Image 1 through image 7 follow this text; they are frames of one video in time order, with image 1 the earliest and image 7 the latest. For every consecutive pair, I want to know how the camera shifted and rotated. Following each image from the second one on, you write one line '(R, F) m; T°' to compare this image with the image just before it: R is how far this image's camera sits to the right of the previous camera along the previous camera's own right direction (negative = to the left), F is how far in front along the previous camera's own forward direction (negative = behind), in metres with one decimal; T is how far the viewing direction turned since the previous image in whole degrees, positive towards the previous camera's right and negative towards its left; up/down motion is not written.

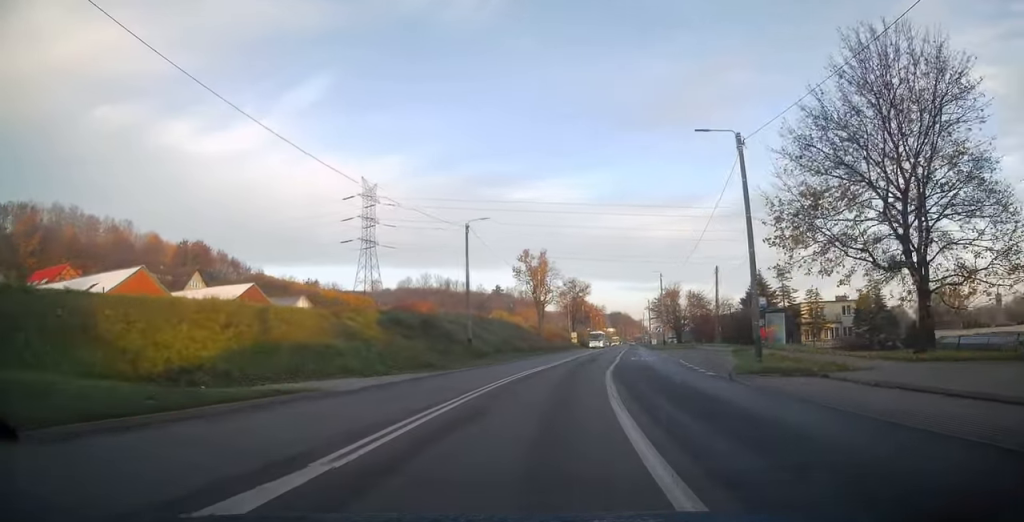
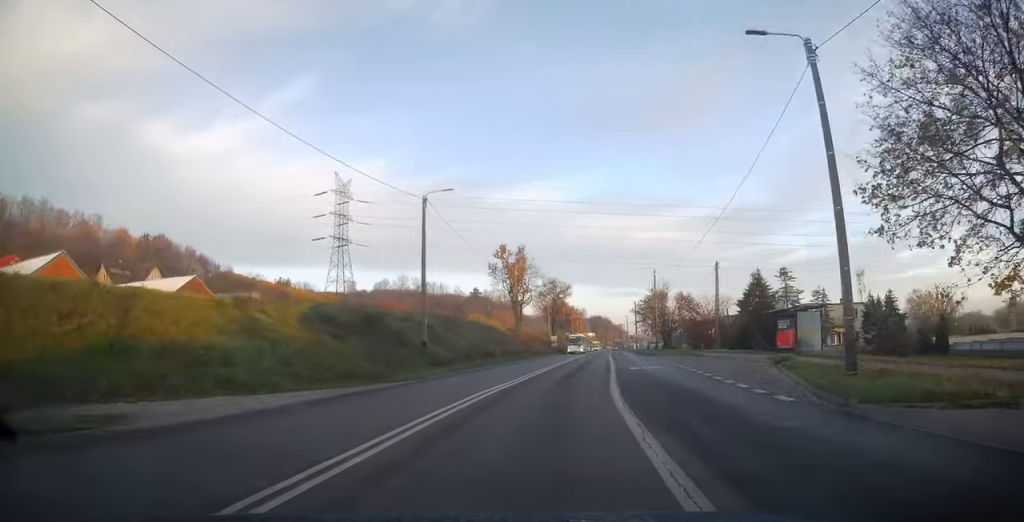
(+0.3, +8.3) m; +2°
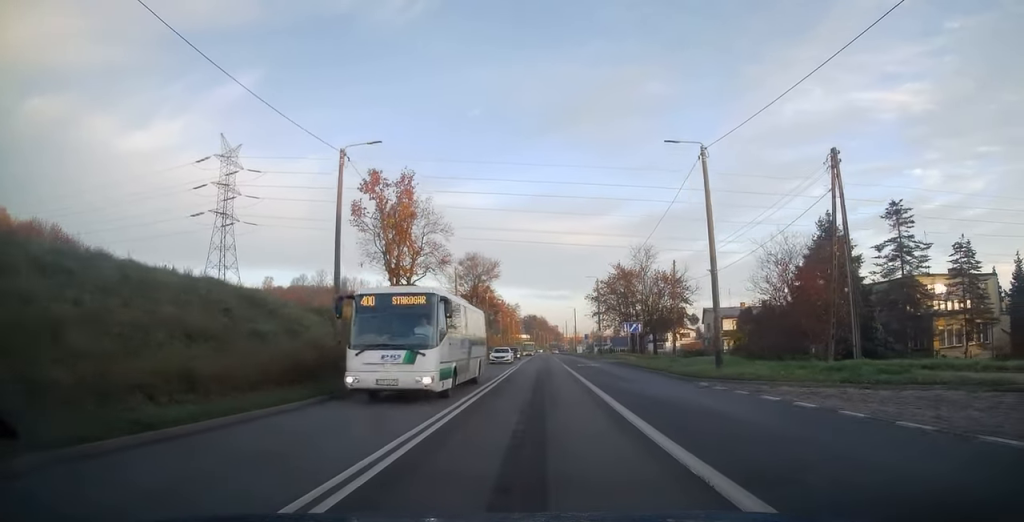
(+2.8, +38.5) m; +7°
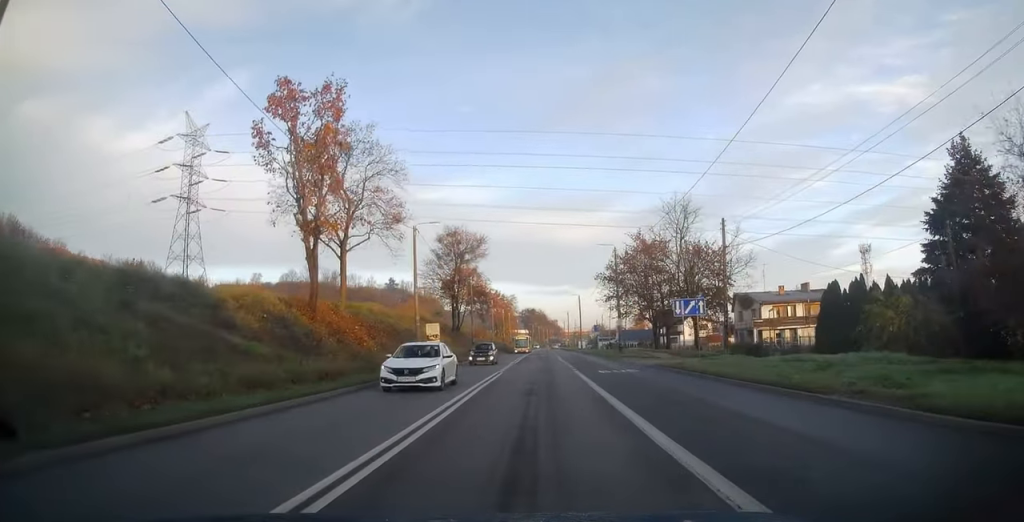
(+0.1, +17.9) m; +1°
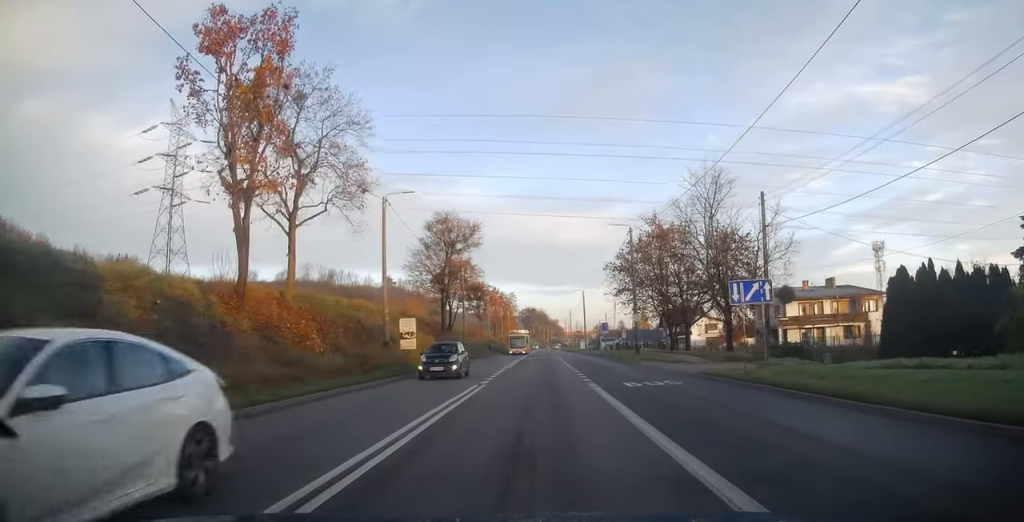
(0.0, +8.1) m; 0°
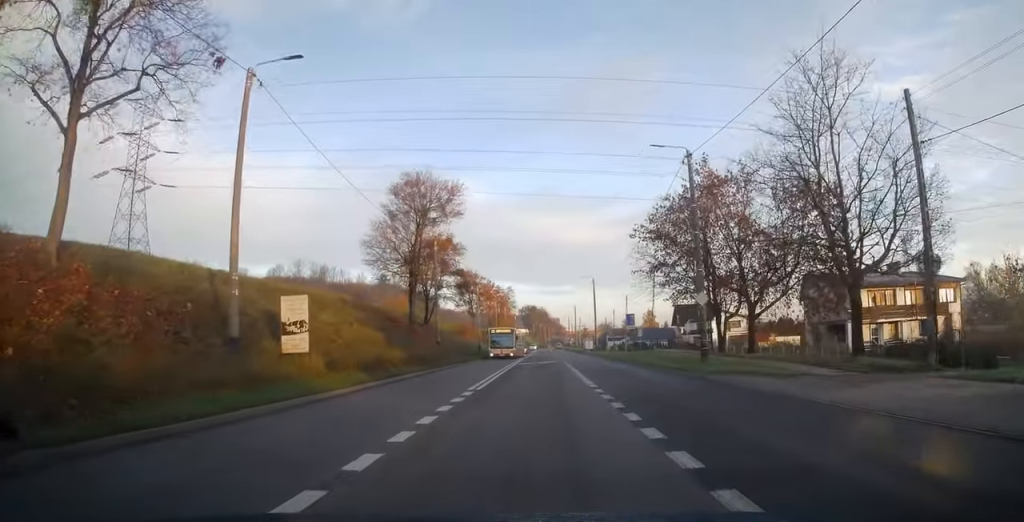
(0.0, +16.2) m; 0°
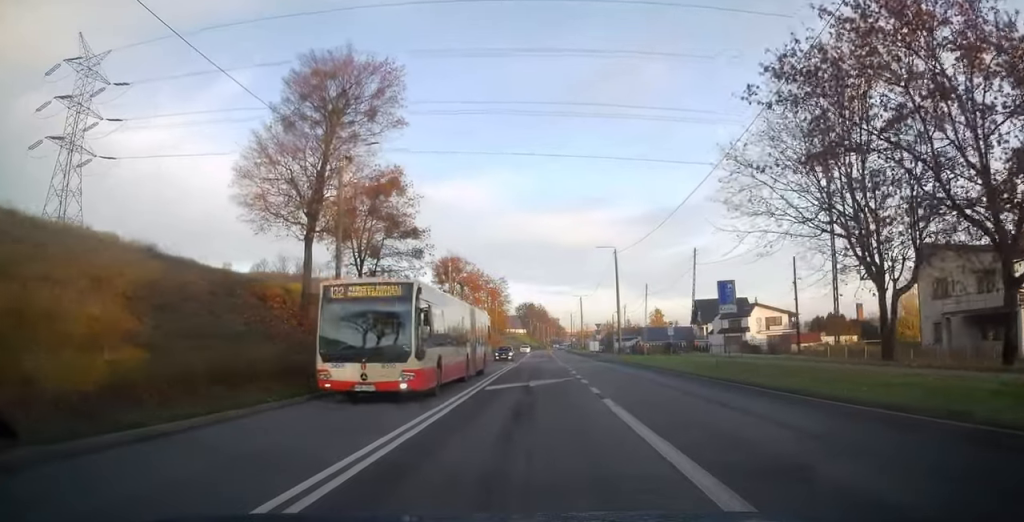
(-0.1, +22.2) m; 0°
